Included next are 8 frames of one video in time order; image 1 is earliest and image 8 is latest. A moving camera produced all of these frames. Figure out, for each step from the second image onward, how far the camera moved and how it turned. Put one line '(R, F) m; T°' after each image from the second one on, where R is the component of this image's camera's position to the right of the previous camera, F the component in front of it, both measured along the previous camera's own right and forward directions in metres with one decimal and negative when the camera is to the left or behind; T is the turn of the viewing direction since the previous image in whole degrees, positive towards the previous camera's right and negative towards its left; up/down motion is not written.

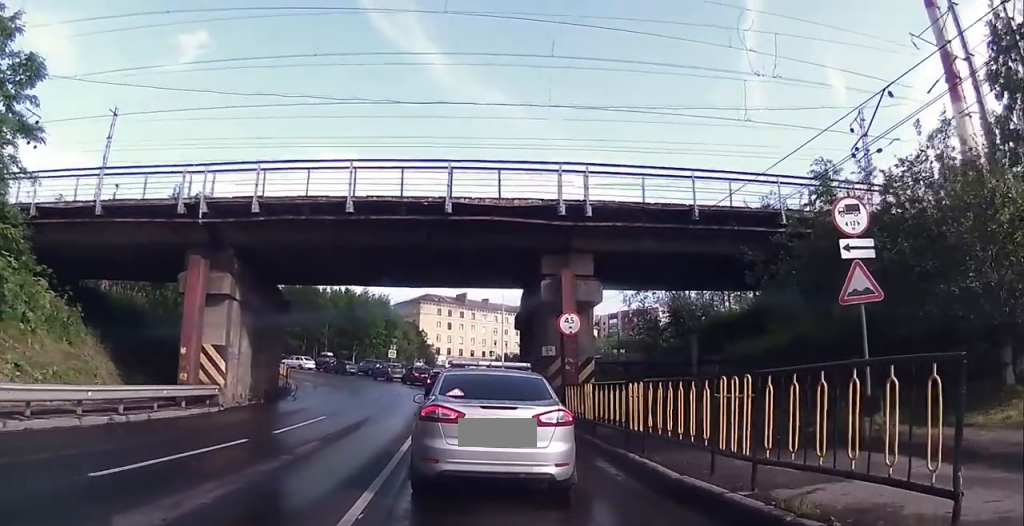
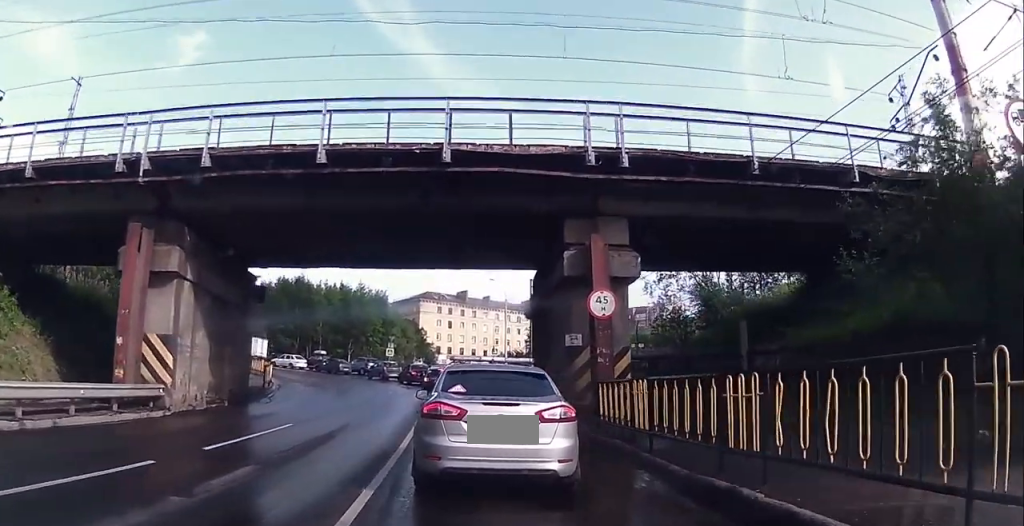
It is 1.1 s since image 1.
(+0.2, +4.5) m; 0°
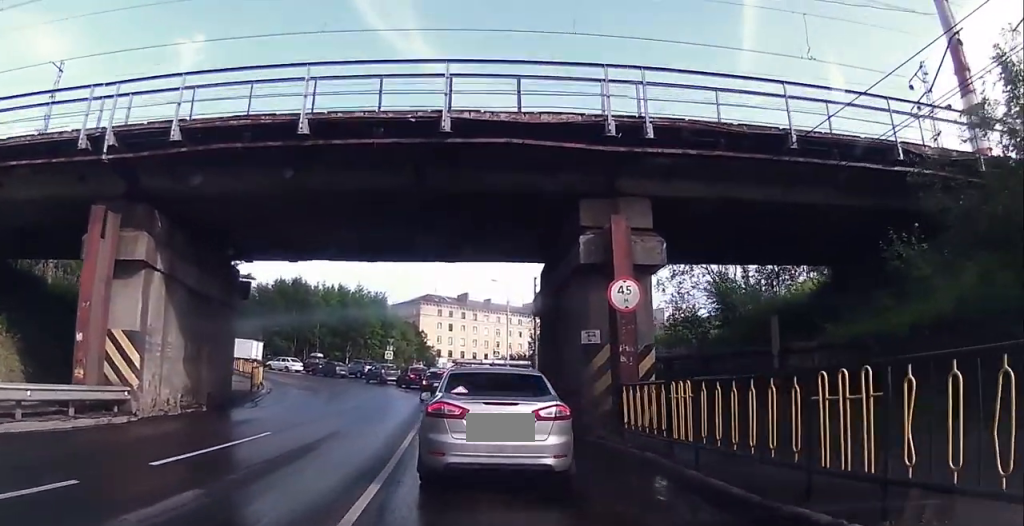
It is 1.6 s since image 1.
(-0.1, +2.2) m; -1°
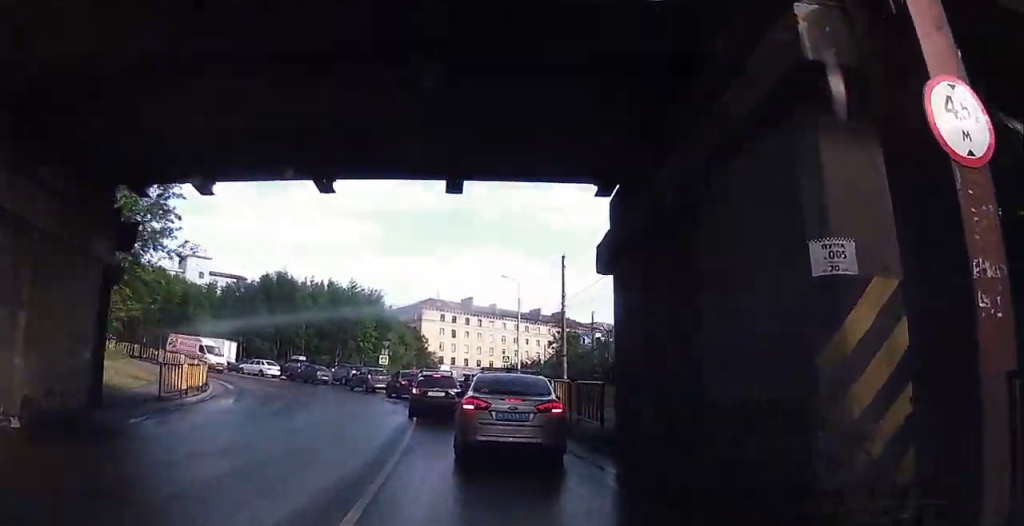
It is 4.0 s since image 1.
(-0.3, +9.1) m; -2°
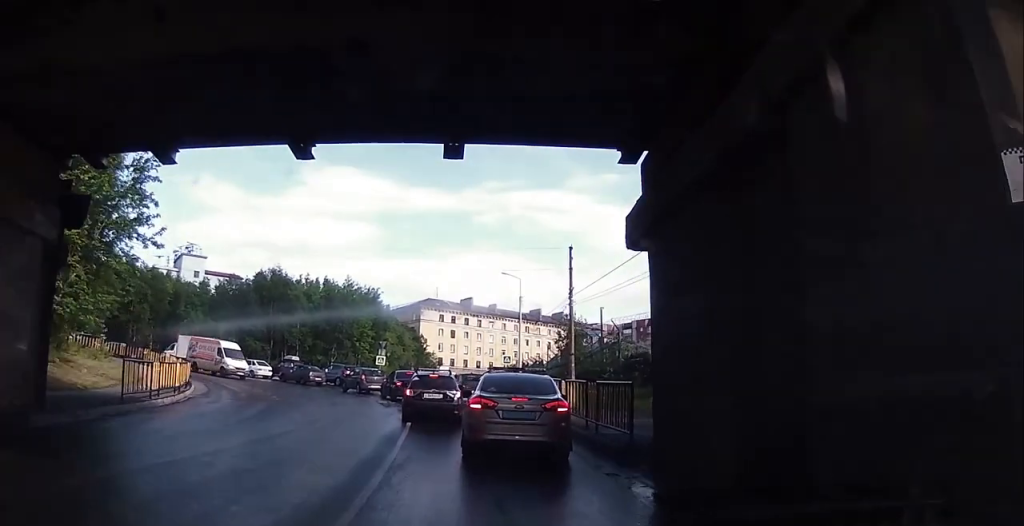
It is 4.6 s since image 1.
(0.0, +2.2) m; 0°
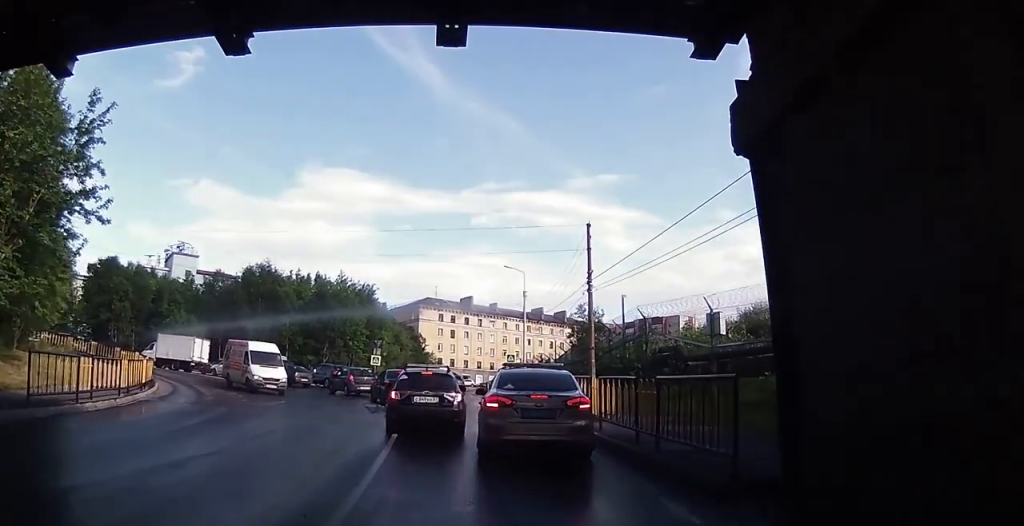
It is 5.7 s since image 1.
(0.0, +4.2) m; +1°
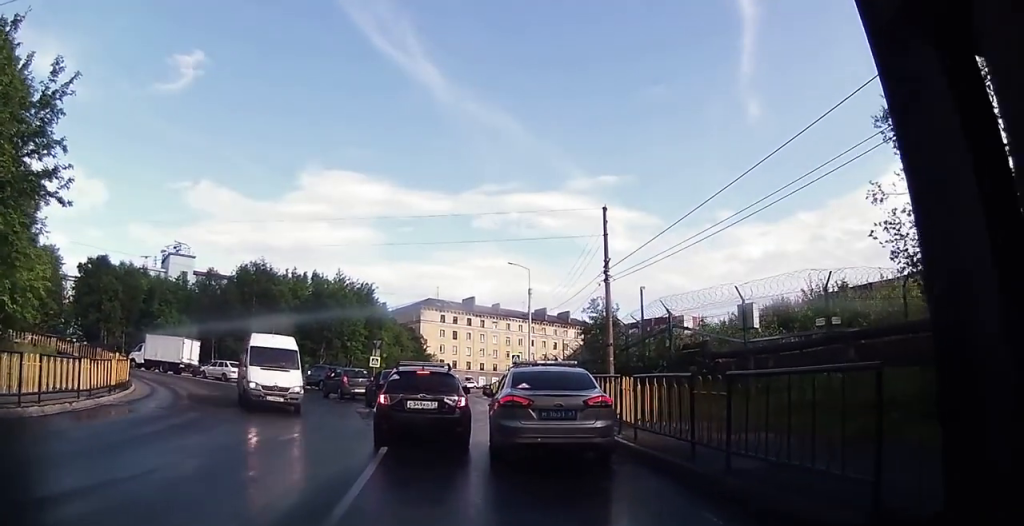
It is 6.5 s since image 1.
(+0.1, +3.1) m; +2°
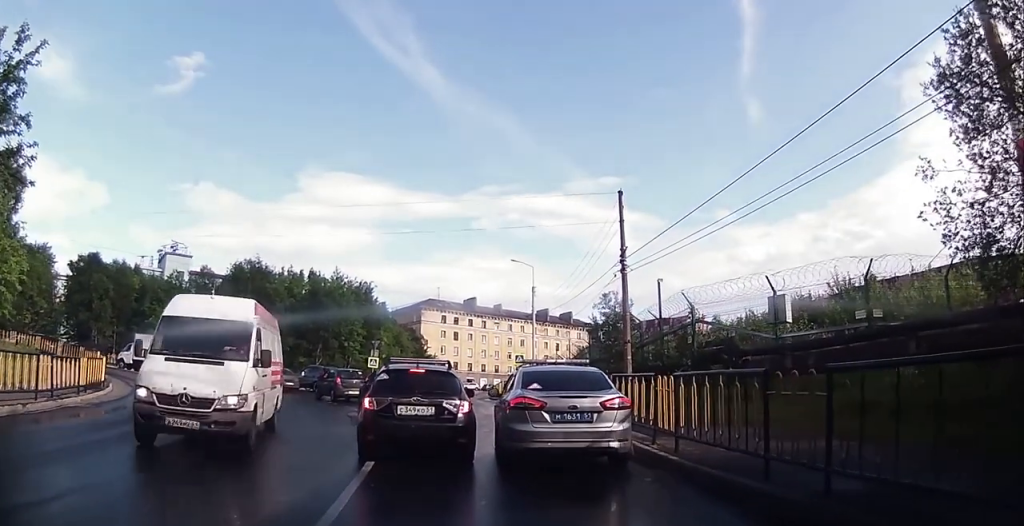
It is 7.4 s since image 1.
(0.0, +2.9) m; +1°
